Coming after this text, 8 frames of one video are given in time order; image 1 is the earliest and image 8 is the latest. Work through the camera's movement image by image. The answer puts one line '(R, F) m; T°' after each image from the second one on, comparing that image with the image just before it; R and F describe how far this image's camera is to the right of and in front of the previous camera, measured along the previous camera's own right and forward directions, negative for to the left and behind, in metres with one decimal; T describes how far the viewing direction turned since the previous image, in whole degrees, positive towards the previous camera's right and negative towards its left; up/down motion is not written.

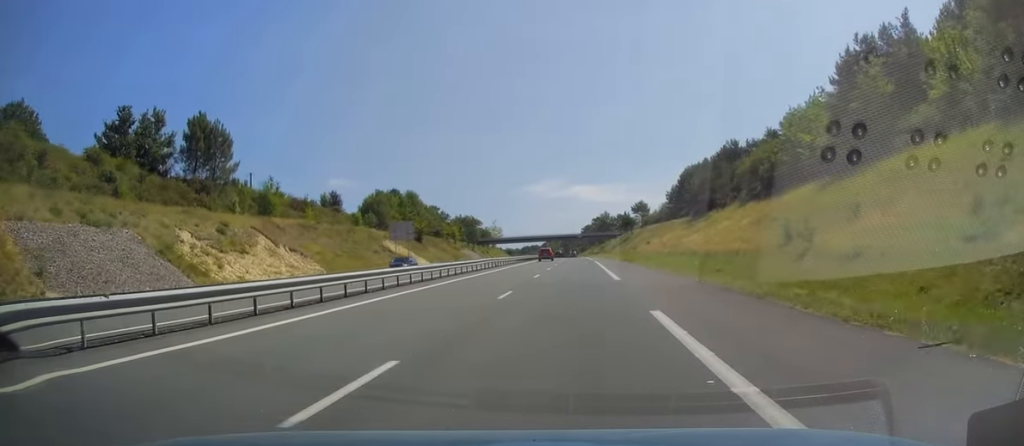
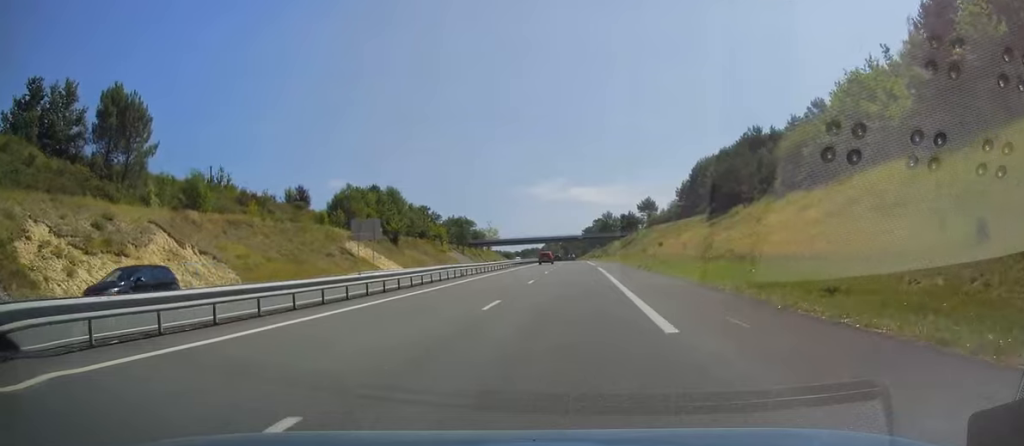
(-0.3, +15.7) m; 0°
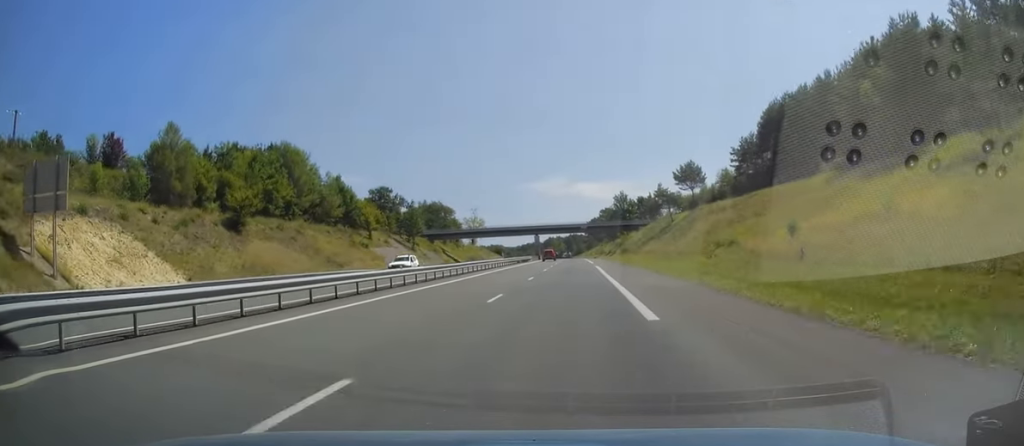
(+0.2, +50.6) m; 0°
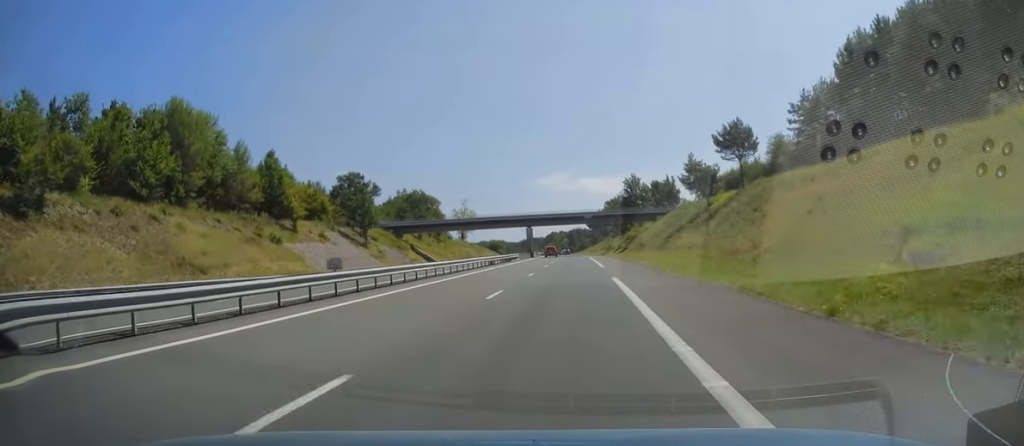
(-0.2, +26.0) m; -1°
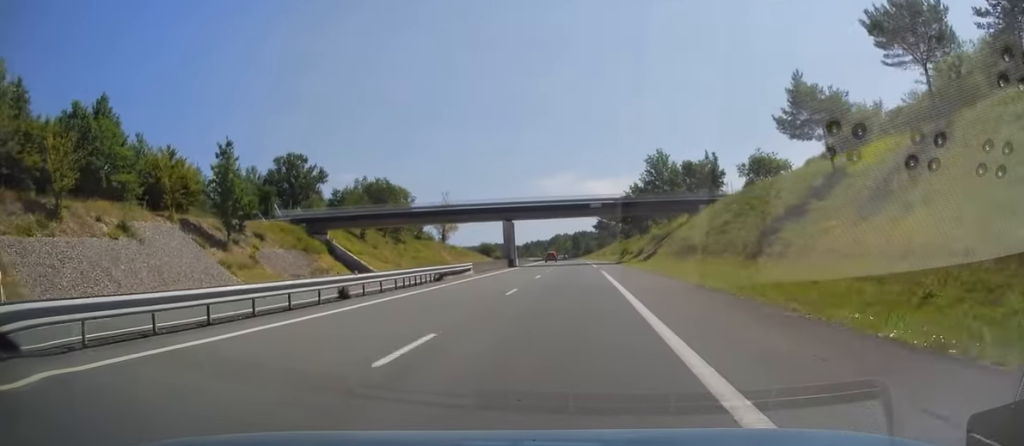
(0.0, +35.4) m; 0°
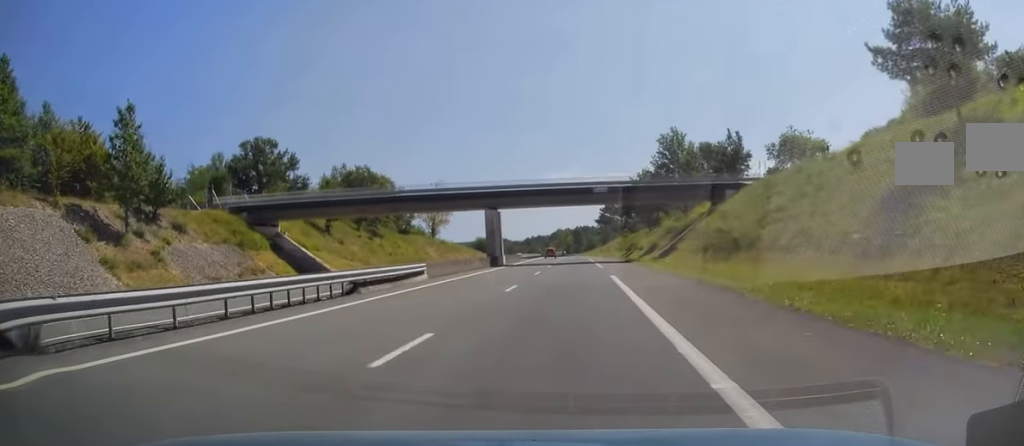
(+0.1, +13.3) m; 0°
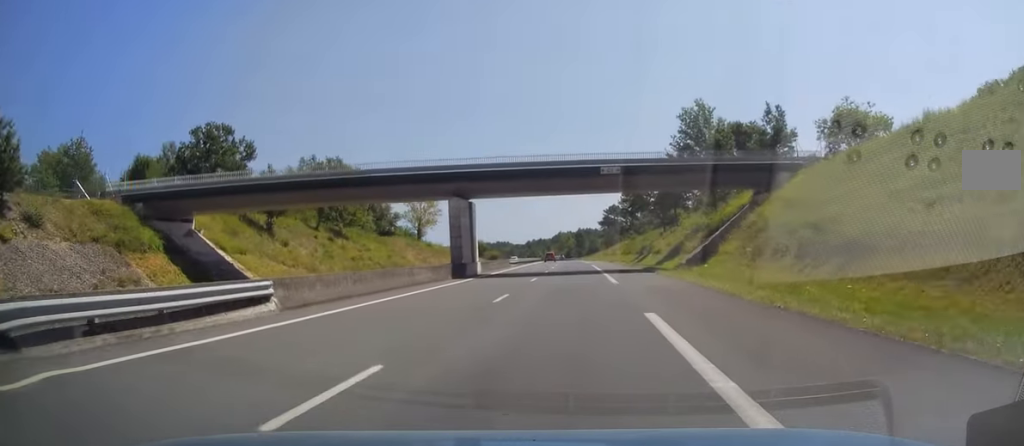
(-0.2, +15.8) m; 0°
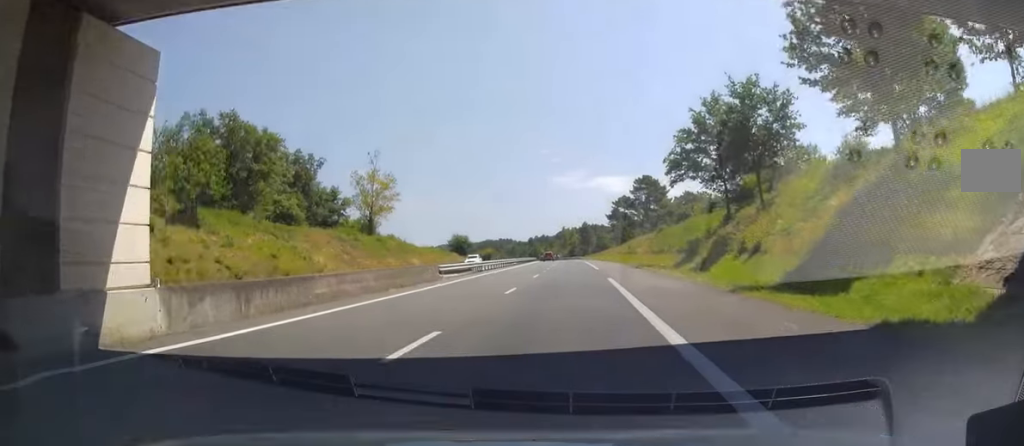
(-0.2, +36.0) m; 0°
